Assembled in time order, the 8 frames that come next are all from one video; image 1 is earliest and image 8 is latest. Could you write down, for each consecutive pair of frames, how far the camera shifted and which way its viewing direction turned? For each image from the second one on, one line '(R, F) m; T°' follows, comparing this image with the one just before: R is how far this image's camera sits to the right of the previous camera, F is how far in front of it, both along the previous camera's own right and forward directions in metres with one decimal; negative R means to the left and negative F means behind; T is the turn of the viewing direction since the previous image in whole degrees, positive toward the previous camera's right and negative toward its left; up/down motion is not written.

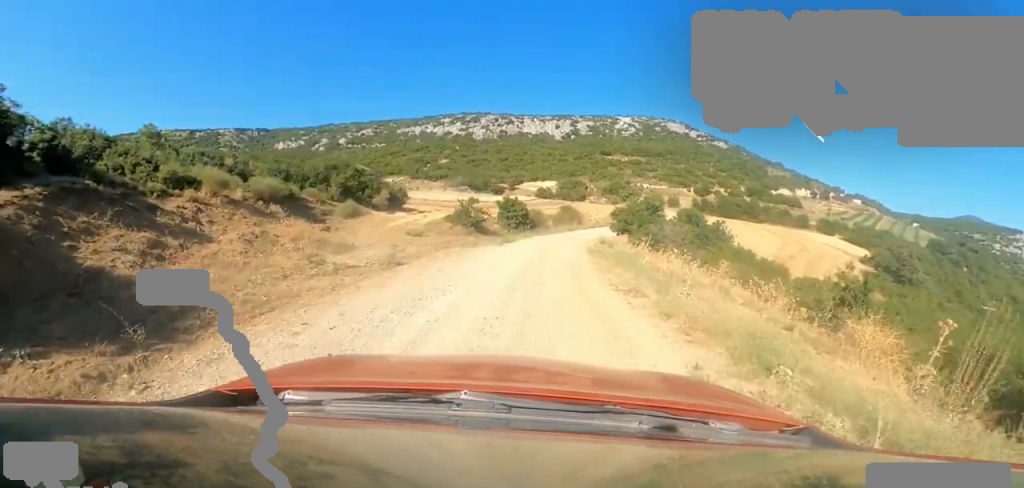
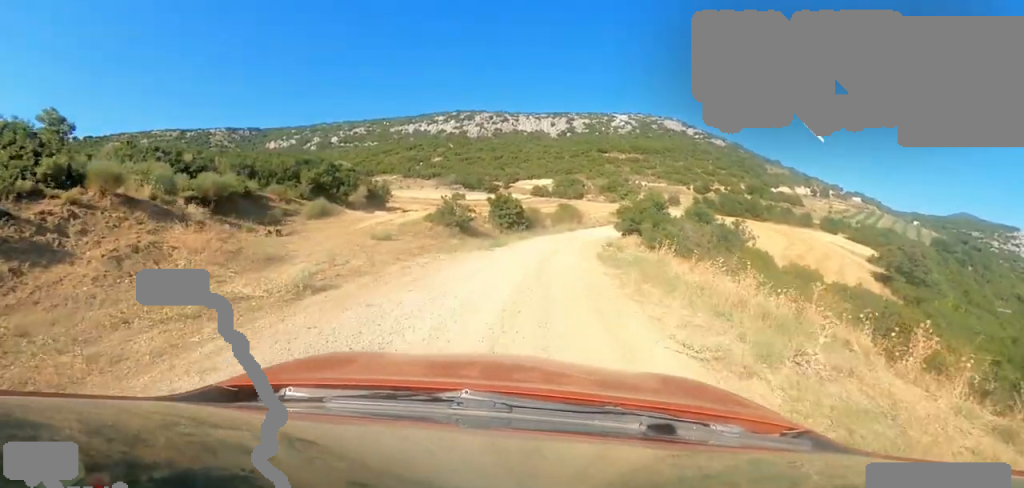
(-0.2, +3.9) m; -3°
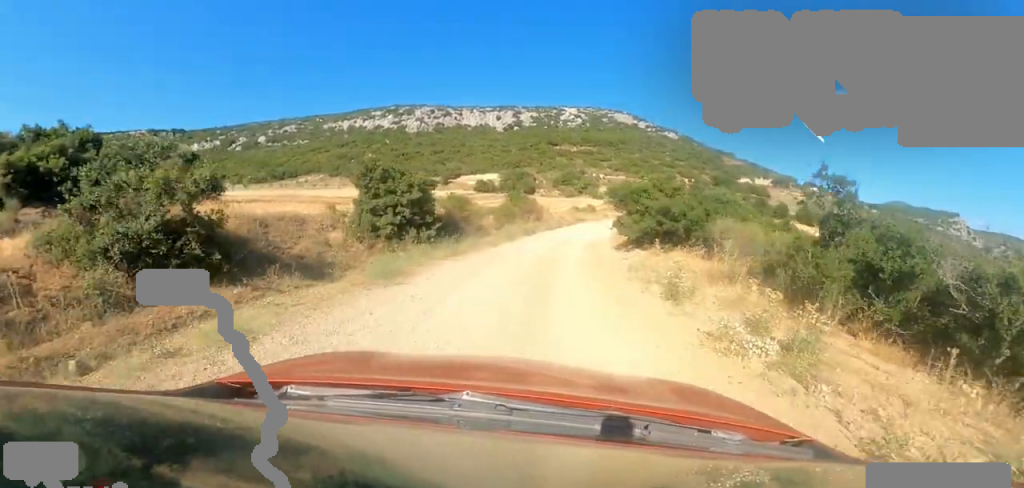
(+3.5, +15.9) m; +19°
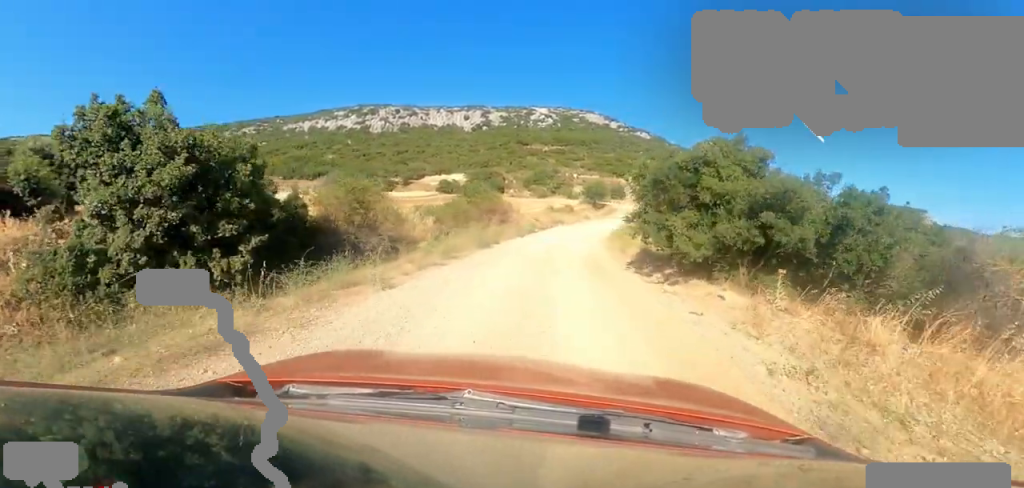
(-1.4, +8.9) m; -7°
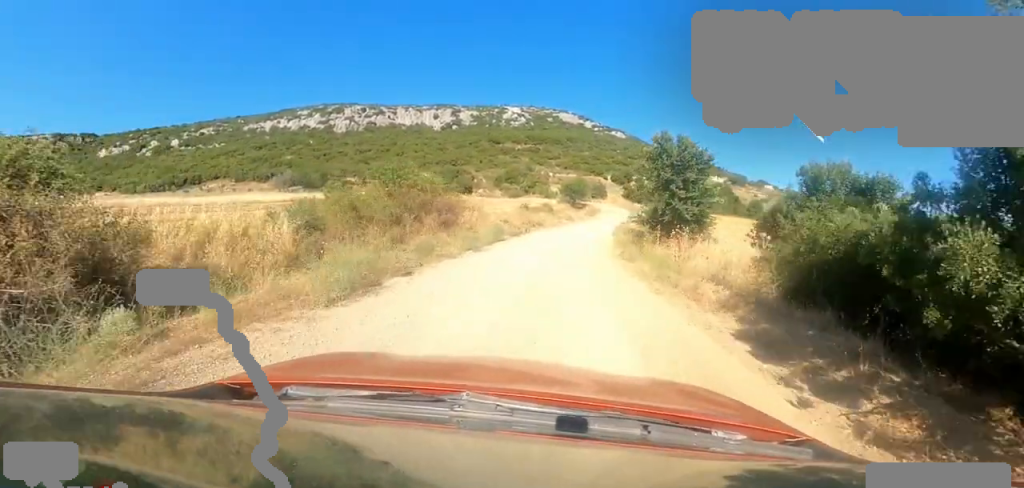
(+0.4, +9.1) m; +10°
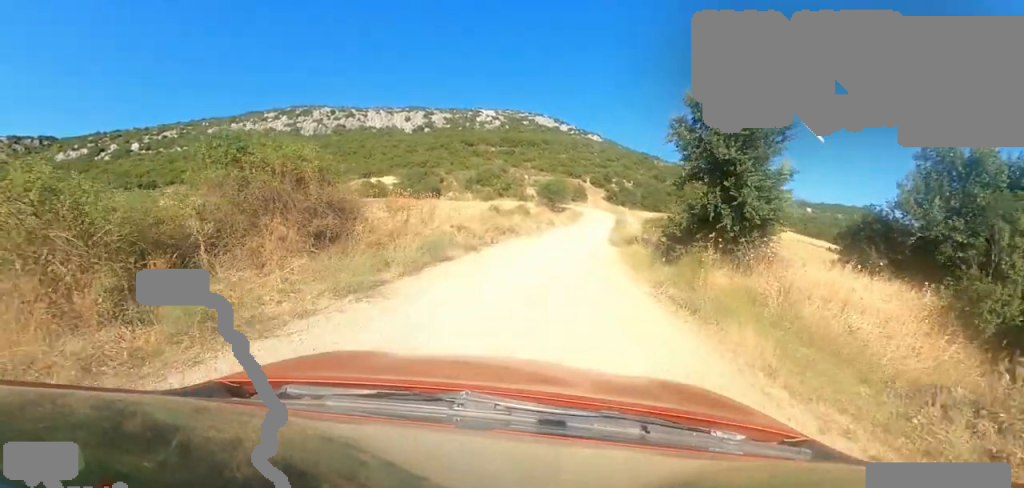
(+0.9, +6.8) m; +7°
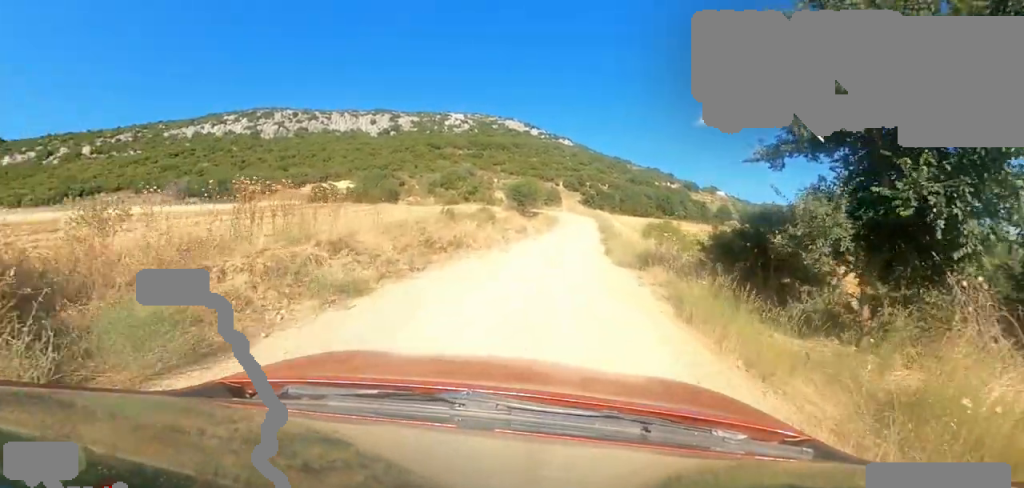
(+0.2, +7.0) m; +2°
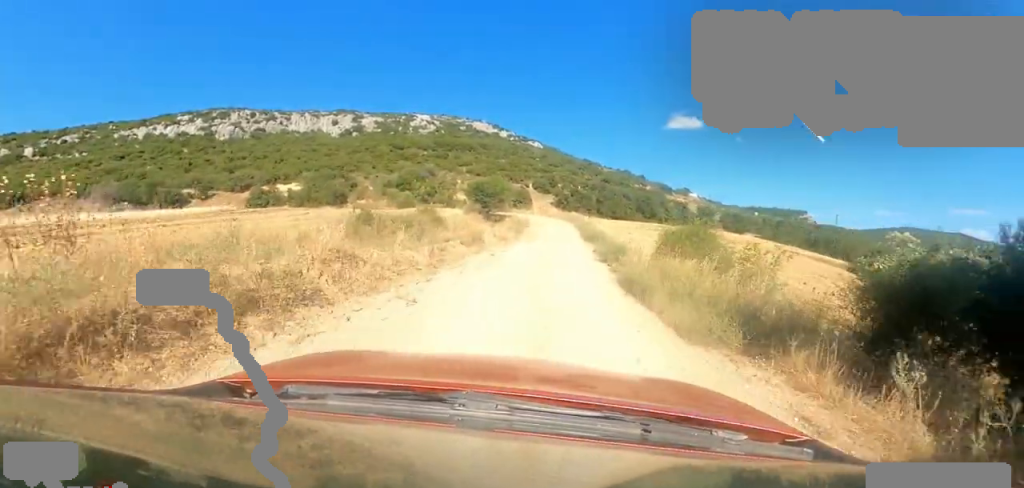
(0.0, +7.8) m; +5°
